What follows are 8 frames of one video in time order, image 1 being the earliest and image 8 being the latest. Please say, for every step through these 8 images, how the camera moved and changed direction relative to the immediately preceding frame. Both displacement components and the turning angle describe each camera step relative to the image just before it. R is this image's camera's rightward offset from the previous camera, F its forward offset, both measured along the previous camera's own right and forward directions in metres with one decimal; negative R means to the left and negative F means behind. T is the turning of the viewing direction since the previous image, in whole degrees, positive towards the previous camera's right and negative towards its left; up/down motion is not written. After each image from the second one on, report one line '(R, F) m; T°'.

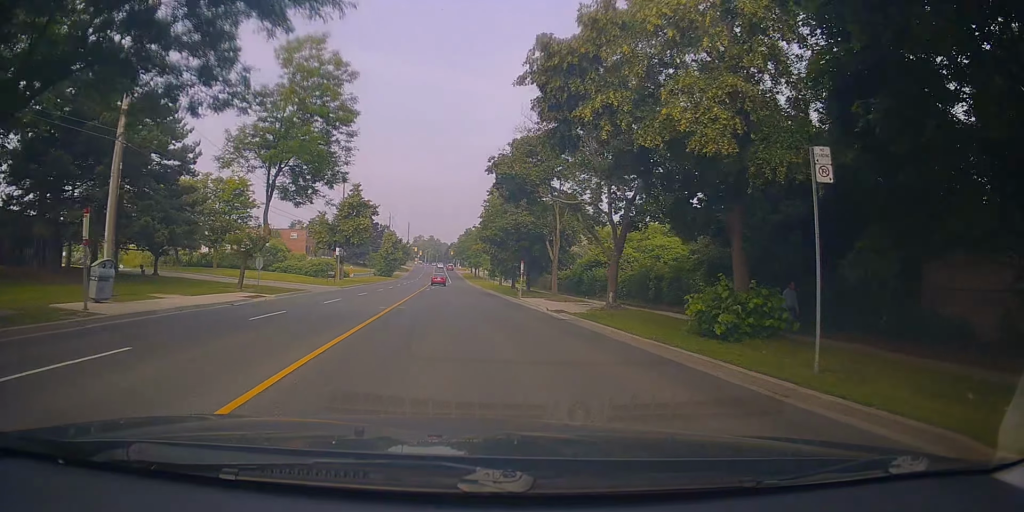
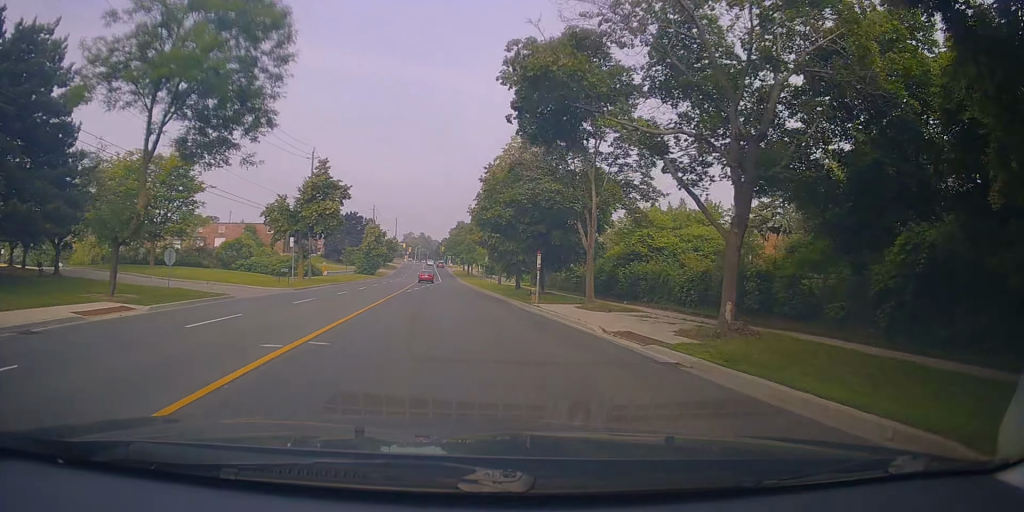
(-0.6, +11.5) m; +1°
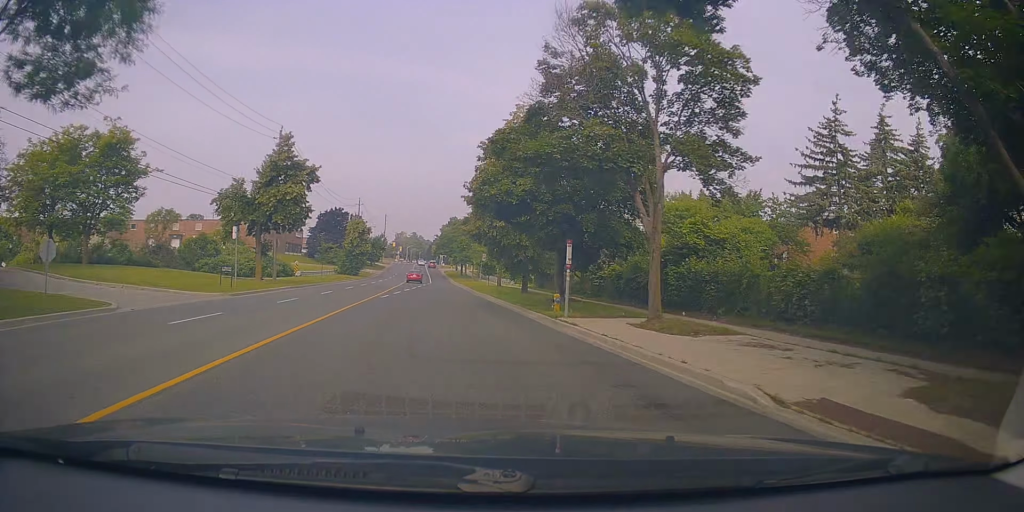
(+0.6, +9.0) m; +4°
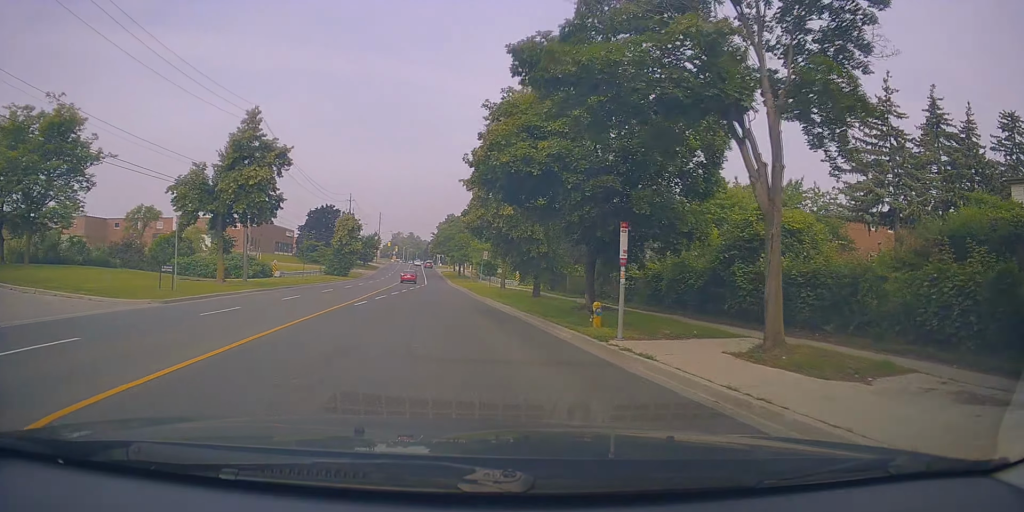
(+0.2, +6.5) m; +2°
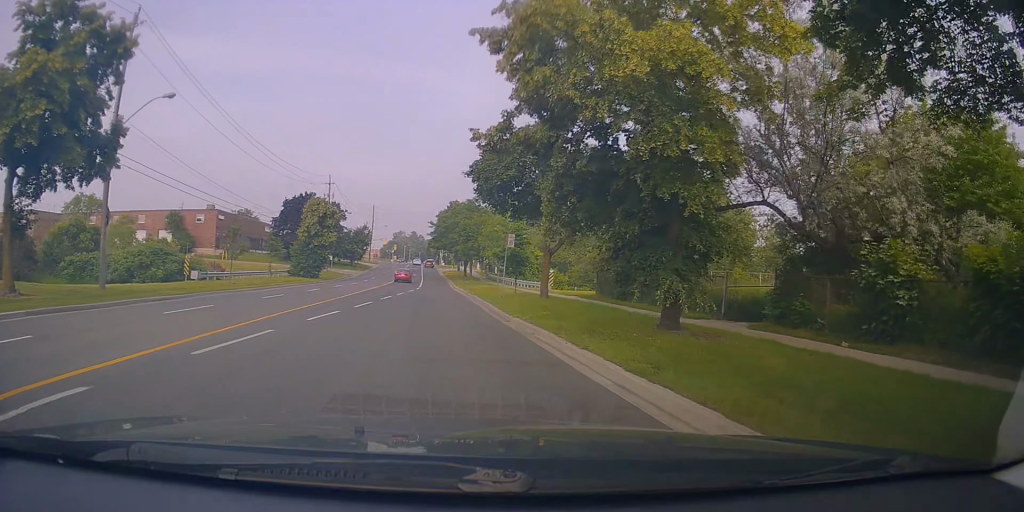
(+0.1, +18.7) m; -2°
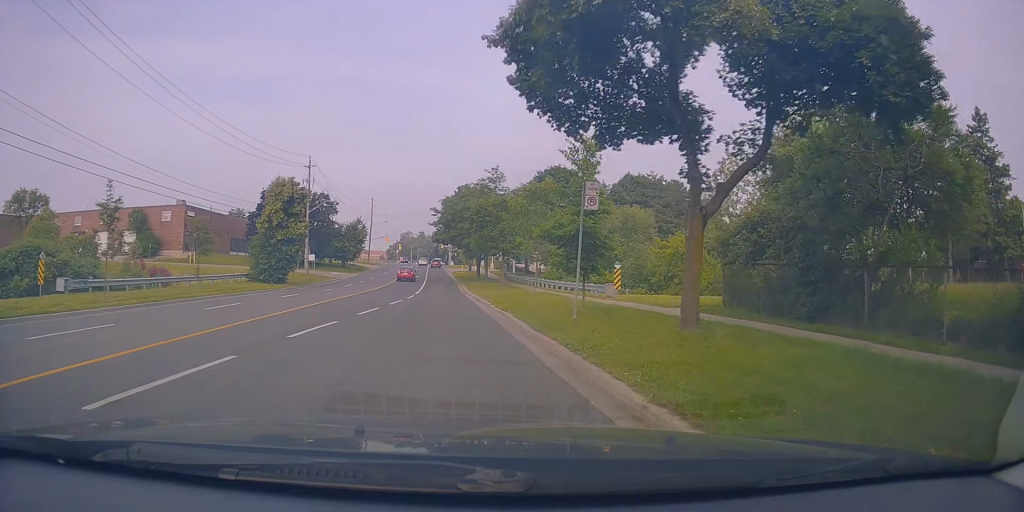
(-0.5, +14.7) m; -2°
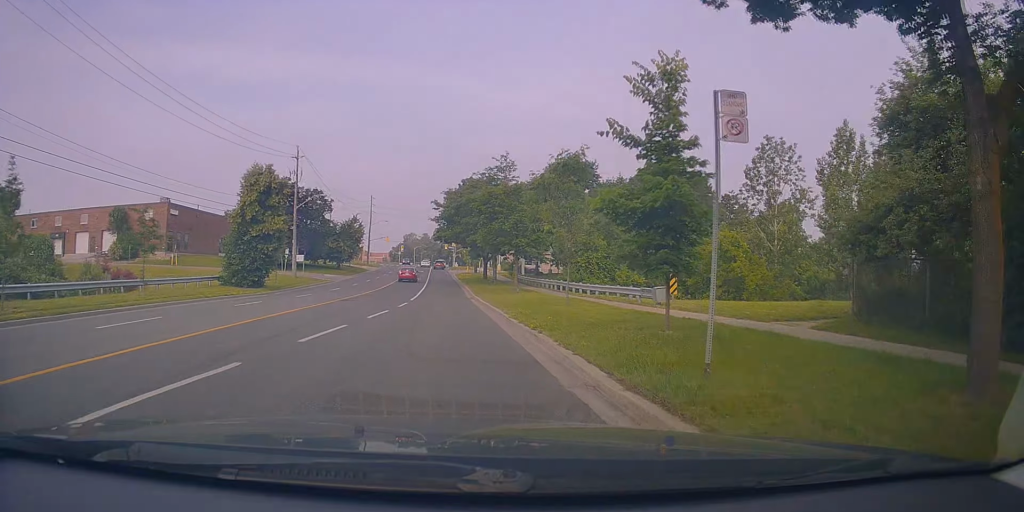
(-0.3, +6.4) m; 0°
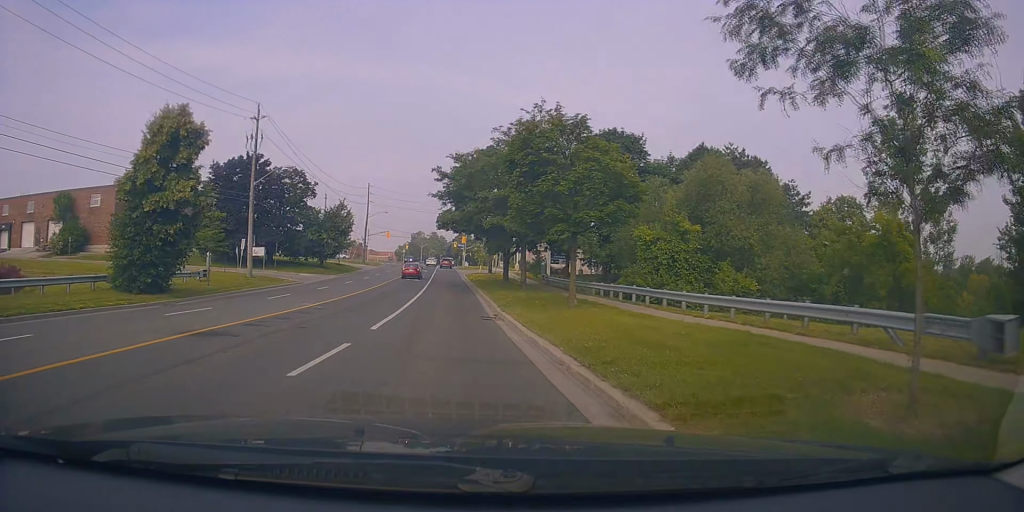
(+0.5, +14.8) m; +2°
